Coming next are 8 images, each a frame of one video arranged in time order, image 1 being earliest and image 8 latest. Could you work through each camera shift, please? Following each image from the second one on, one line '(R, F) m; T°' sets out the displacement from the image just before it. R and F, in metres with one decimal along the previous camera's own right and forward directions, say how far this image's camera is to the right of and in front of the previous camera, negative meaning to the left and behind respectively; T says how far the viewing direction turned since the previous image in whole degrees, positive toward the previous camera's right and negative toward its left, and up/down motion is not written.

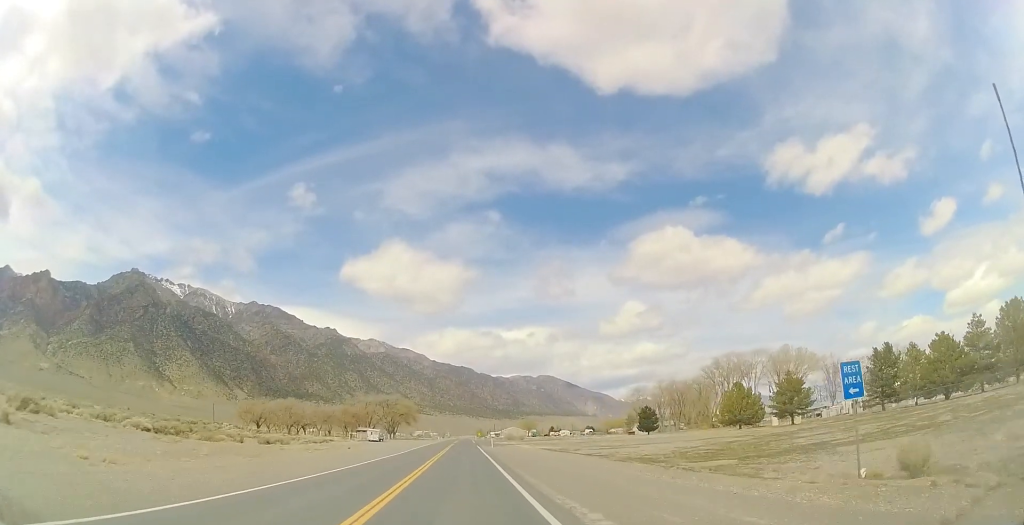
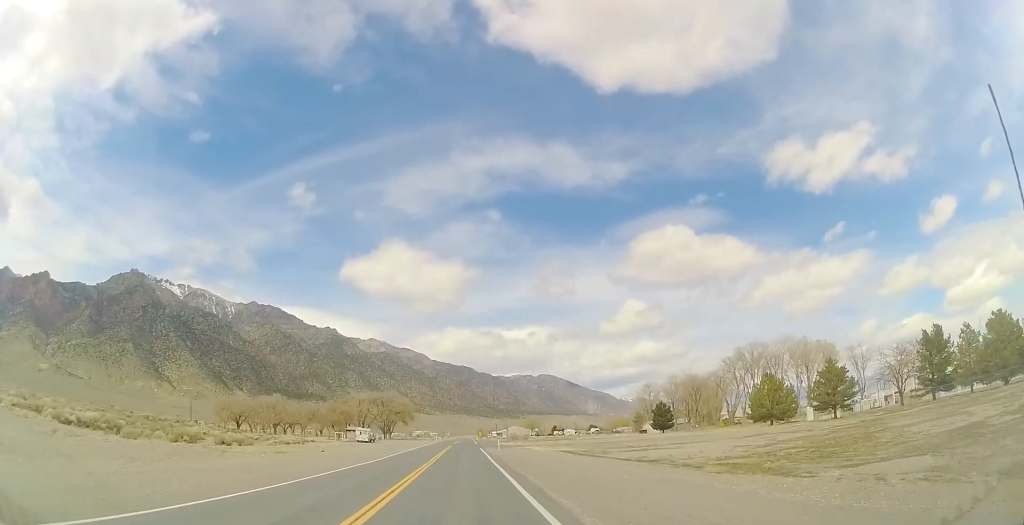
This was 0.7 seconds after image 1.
(-0.2, +12.1) m; 0°
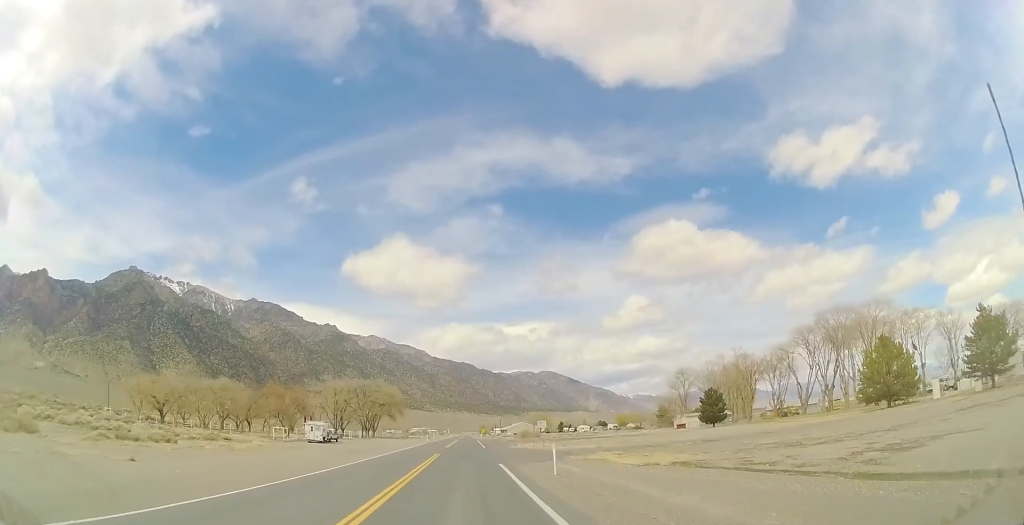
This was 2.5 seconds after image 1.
(+0.1, +31.9) m; -2°
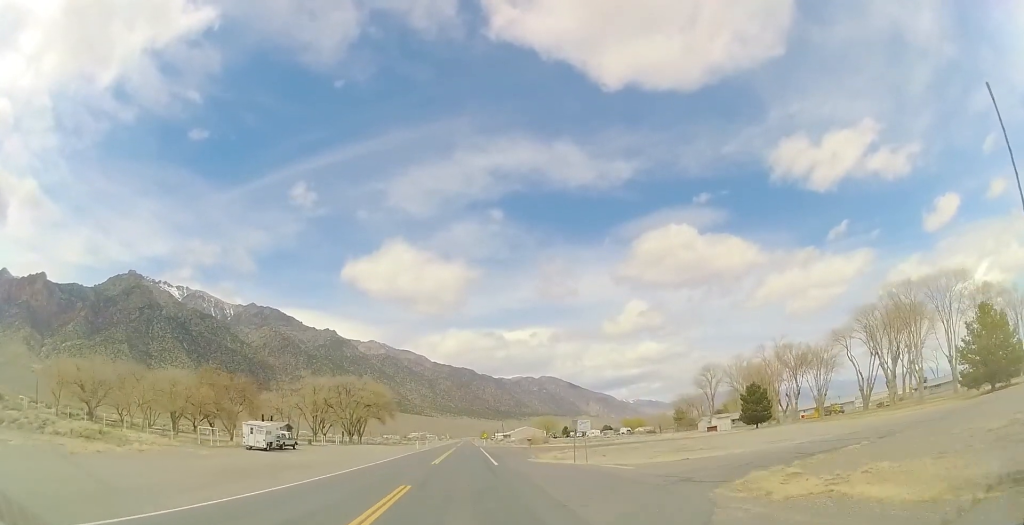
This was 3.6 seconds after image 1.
(-0.3, +19.3) m; 0°
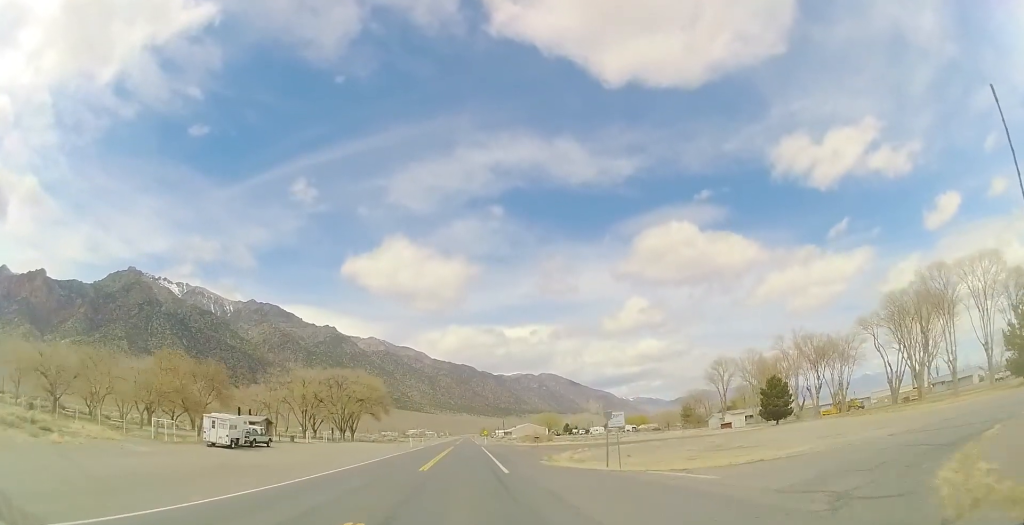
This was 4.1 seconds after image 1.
(+0.1, +7.6) m; 0°
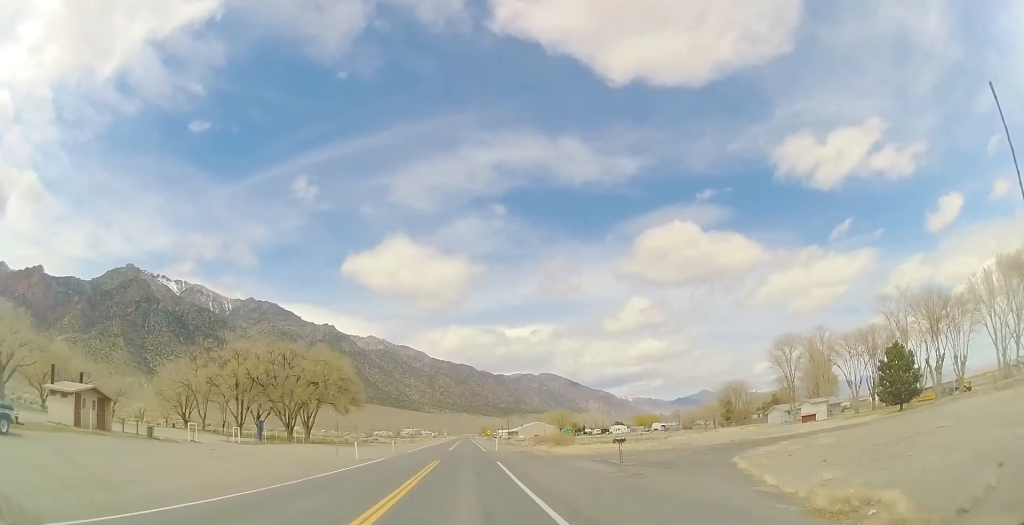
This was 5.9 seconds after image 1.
(-0.2, +32.4) m; -1°
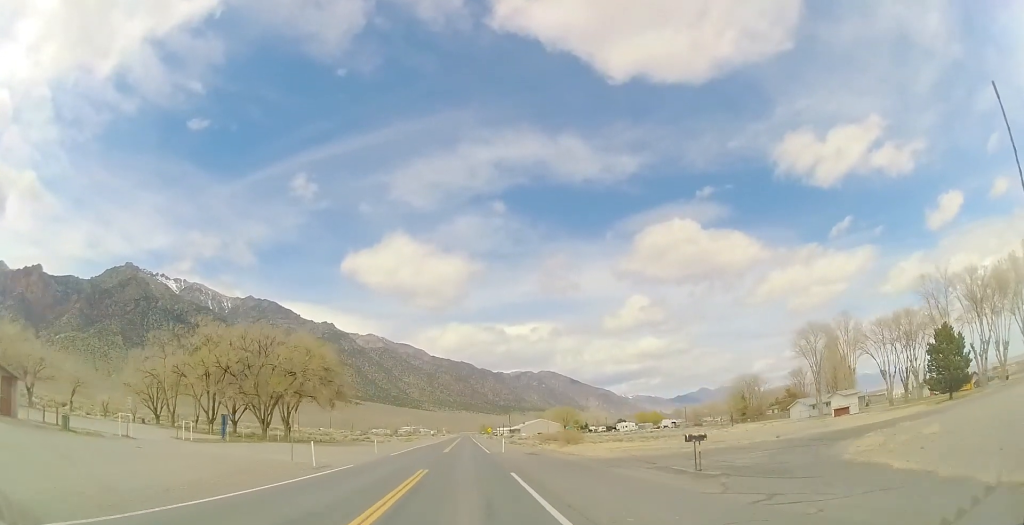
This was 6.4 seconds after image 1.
(-0.1, +9.5) m; +1°
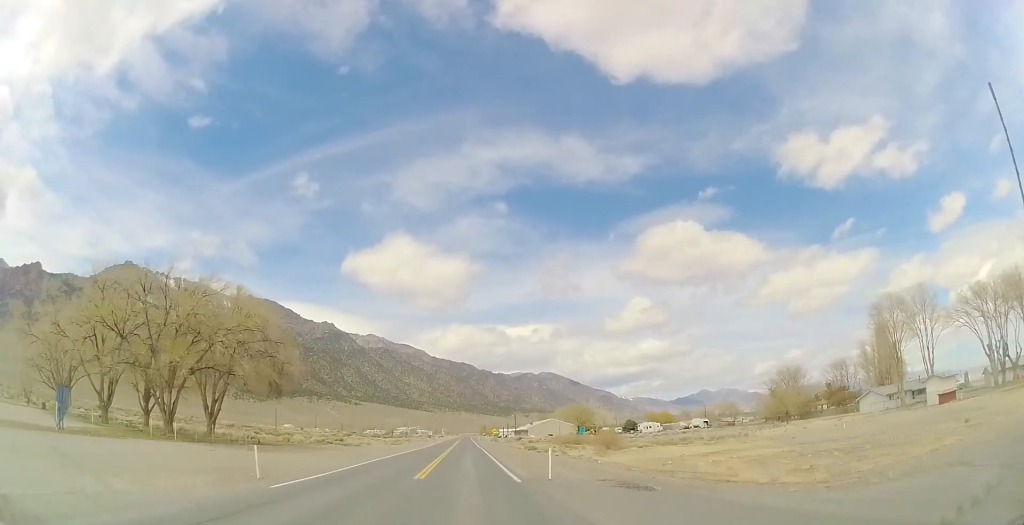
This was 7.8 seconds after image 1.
(+0.7, +23.8) m; +1°
